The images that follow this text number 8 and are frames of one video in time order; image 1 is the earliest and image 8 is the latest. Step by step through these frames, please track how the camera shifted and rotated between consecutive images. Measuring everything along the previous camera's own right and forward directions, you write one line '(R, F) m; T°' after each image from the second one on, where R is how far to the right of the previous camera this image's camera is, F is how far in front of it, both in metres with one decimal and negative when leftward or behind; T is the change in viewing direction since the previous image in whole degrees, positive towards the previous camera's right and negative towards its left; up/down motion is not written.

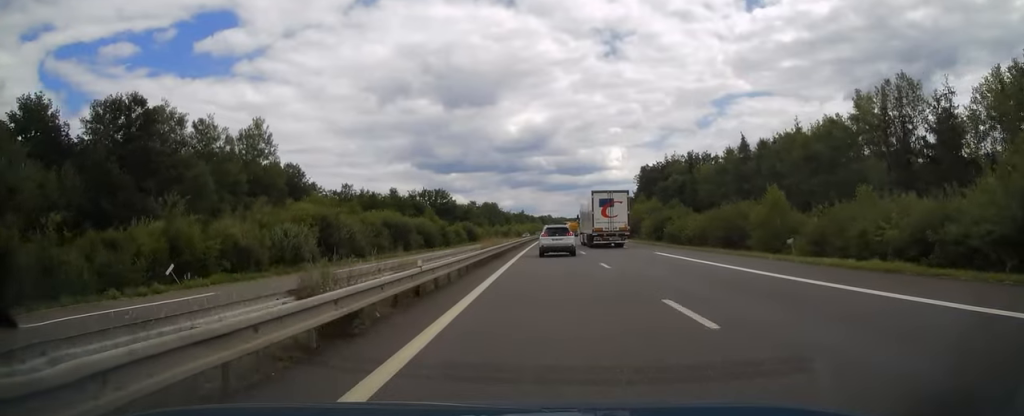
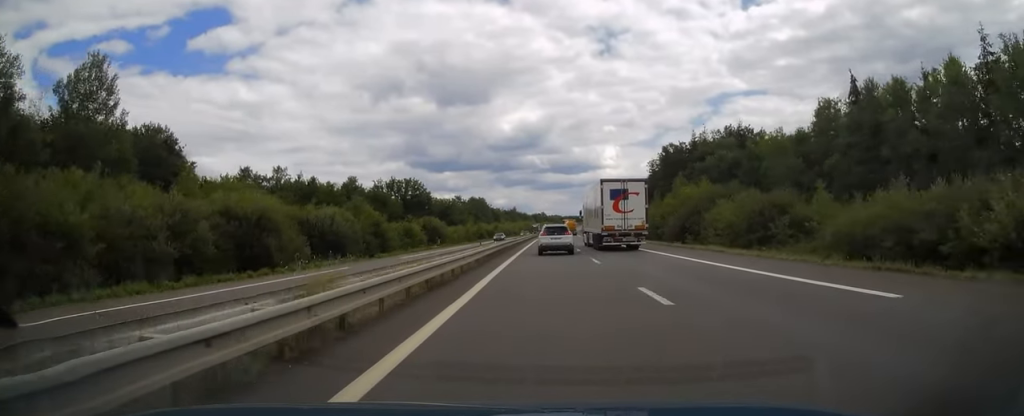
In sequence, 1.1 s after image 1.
(+0.4, +36.4) m; +1°
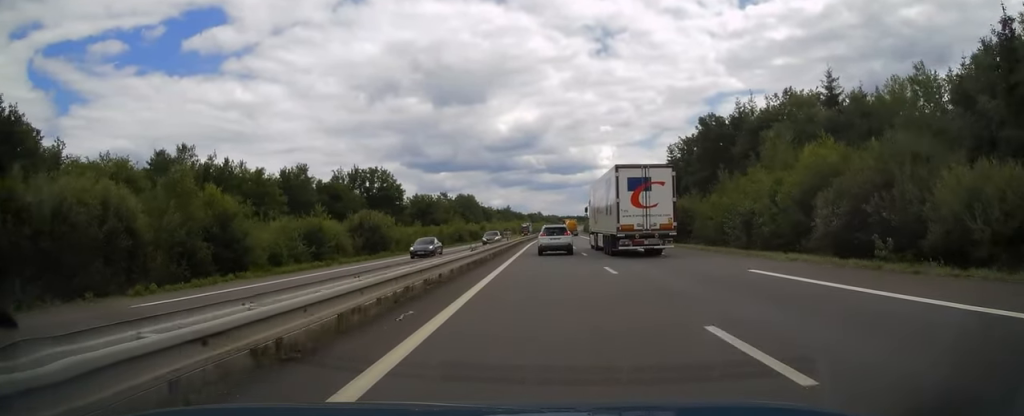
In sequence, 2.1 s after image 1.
(+0.1, +31.8) m; 0°
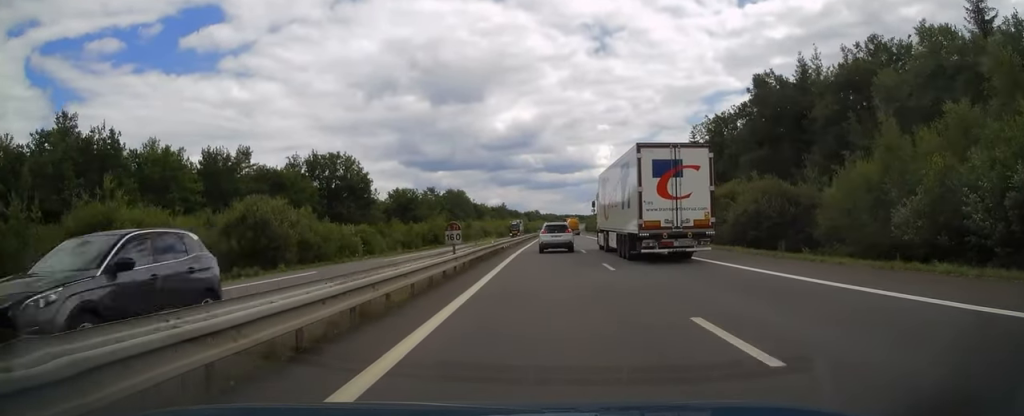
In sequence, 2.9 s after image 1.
(0.0, +25.3) m; 0°
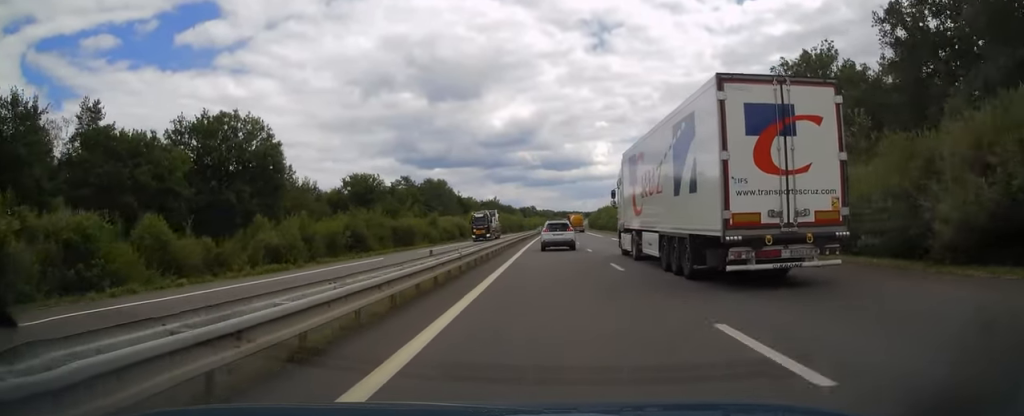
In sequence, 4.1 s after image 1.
(+0.2, +40.2) m; 0°
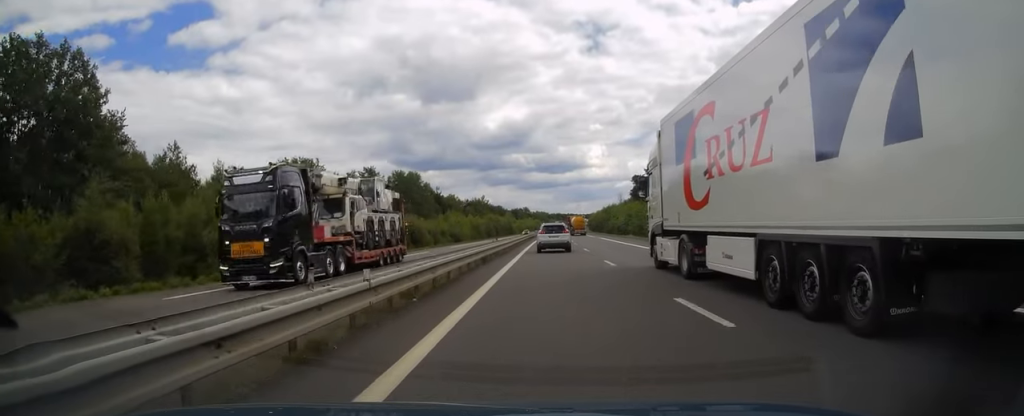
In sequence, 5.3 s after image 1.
(-0.1, +36.6) m; 0°
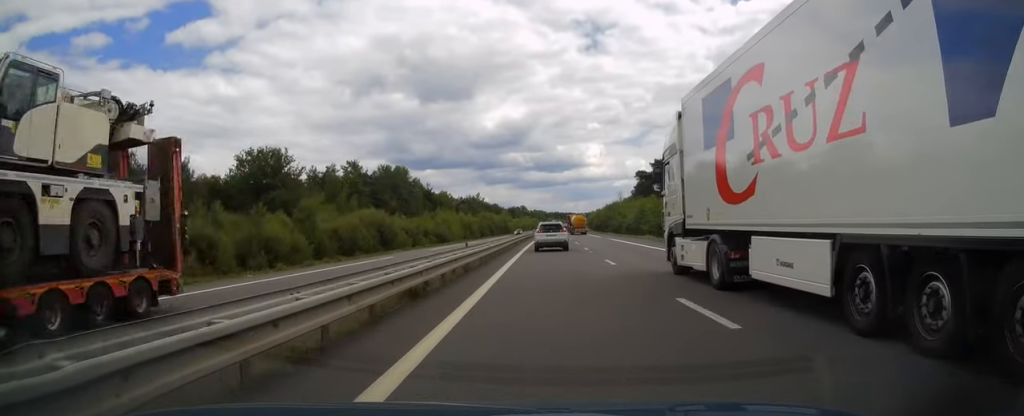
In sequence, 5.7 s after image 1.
(+0.1, +13.1) m; 0°
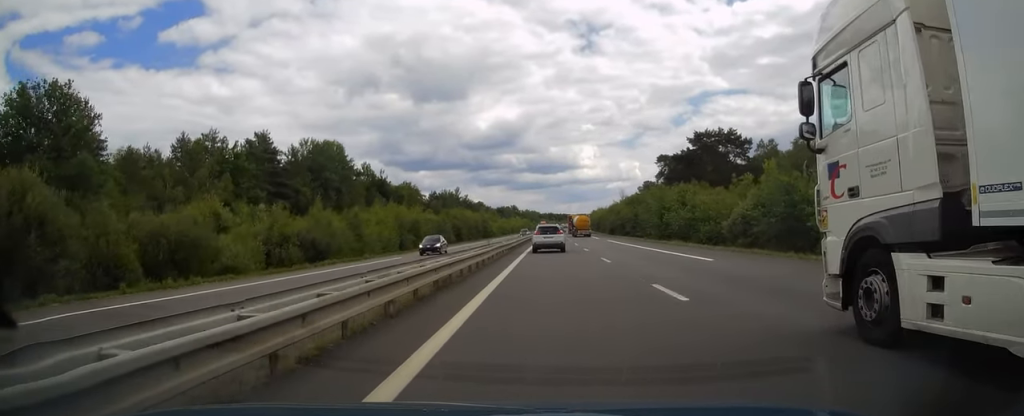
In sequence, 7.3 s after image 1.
(+0.6, +50.0) m; +1°
